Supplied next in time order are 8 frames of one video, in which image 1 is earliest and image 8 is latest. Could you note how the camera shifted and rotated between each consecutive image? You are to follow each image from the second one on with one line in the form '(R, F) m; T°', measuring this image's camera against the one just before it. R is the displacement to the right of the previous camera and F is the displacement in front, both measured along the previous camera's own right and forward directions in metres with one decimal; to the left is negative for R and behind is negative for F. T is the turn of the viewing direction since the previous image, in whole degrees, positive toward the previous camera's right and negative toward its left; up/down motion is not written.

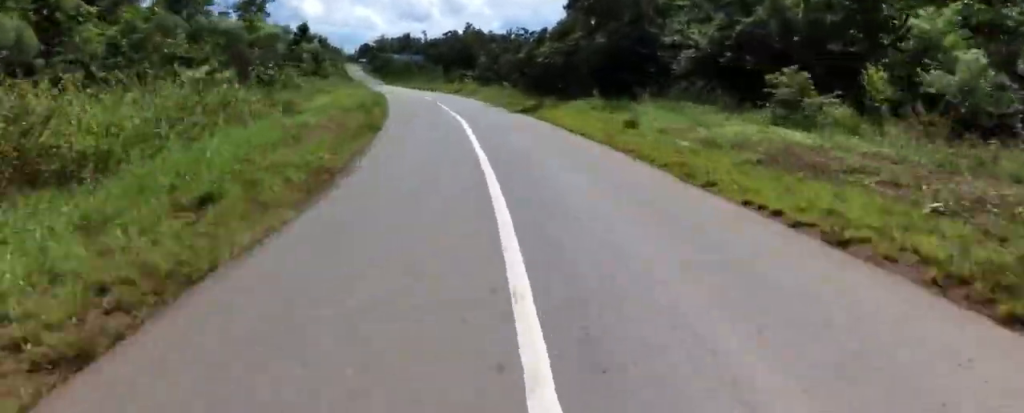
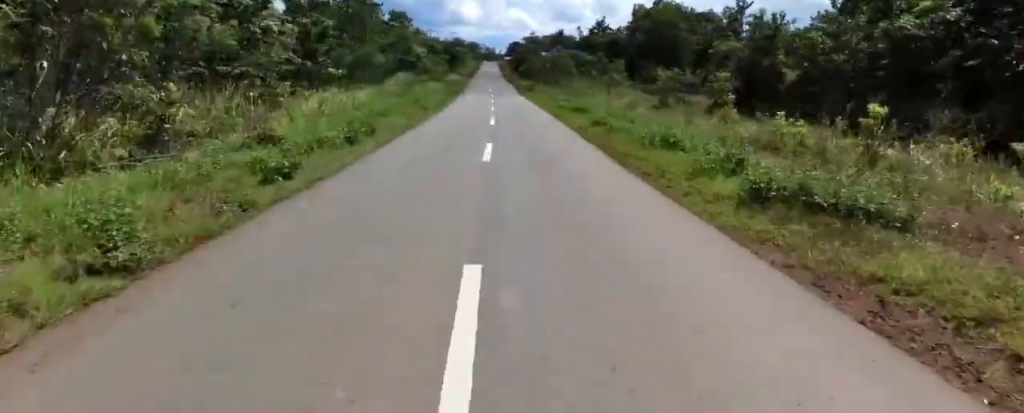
(-7.5, +52.8) m; -16°
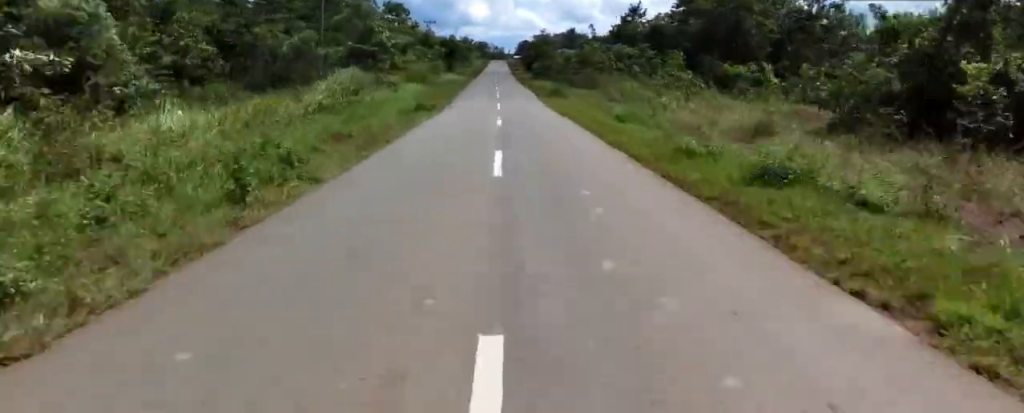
(-1.6, +17.7) m; -4°
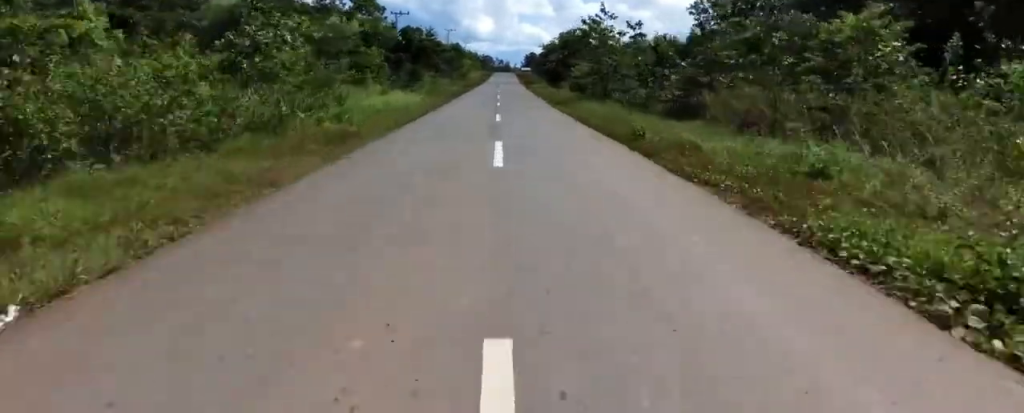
(0.0, +31.8) m; -2°
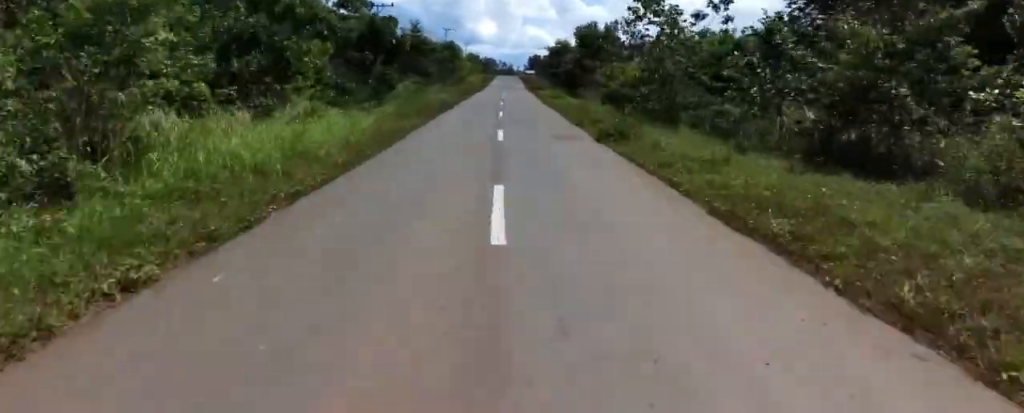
(-0.9, +11.8) m; -1°
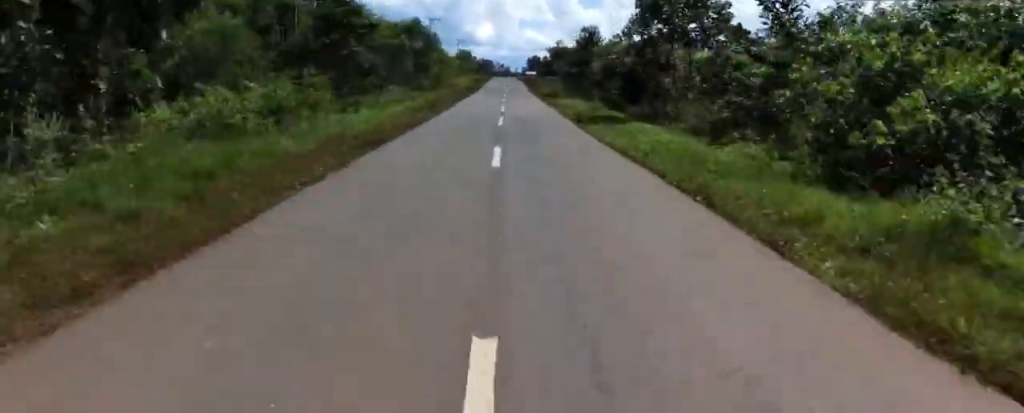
(+0.7, +20.7) m; +2°
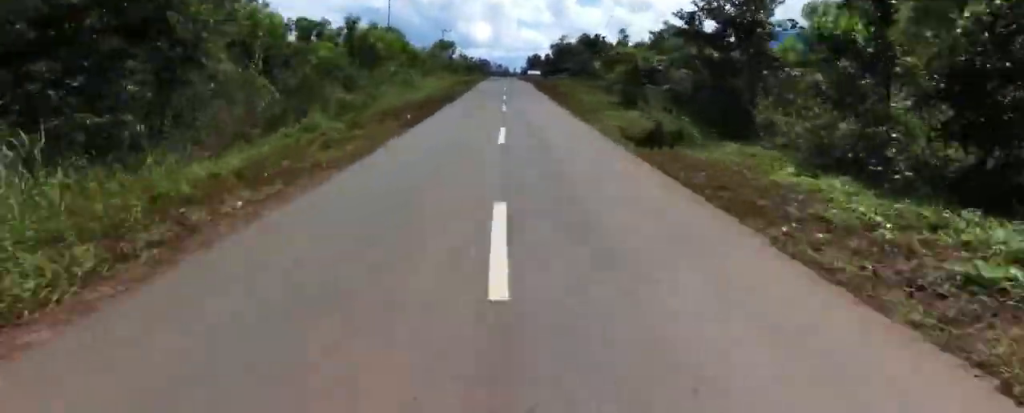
(+0.7, +29.5) m; +1°
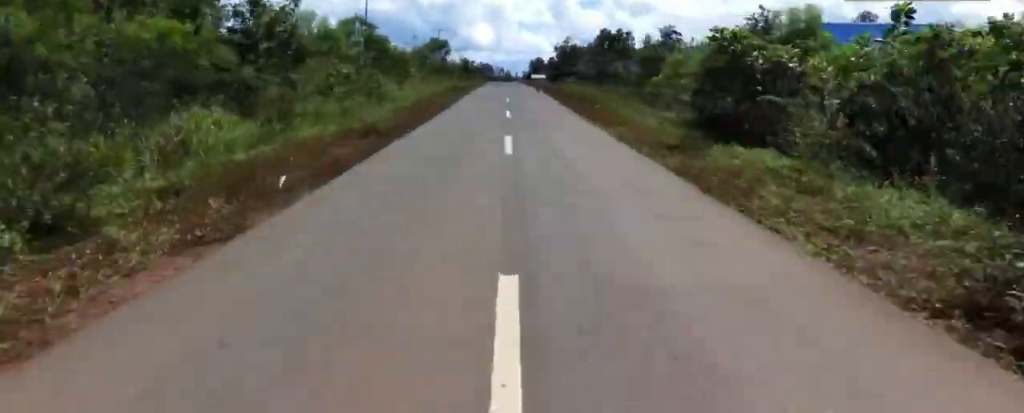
(0.0, +10.5) m; 0°
